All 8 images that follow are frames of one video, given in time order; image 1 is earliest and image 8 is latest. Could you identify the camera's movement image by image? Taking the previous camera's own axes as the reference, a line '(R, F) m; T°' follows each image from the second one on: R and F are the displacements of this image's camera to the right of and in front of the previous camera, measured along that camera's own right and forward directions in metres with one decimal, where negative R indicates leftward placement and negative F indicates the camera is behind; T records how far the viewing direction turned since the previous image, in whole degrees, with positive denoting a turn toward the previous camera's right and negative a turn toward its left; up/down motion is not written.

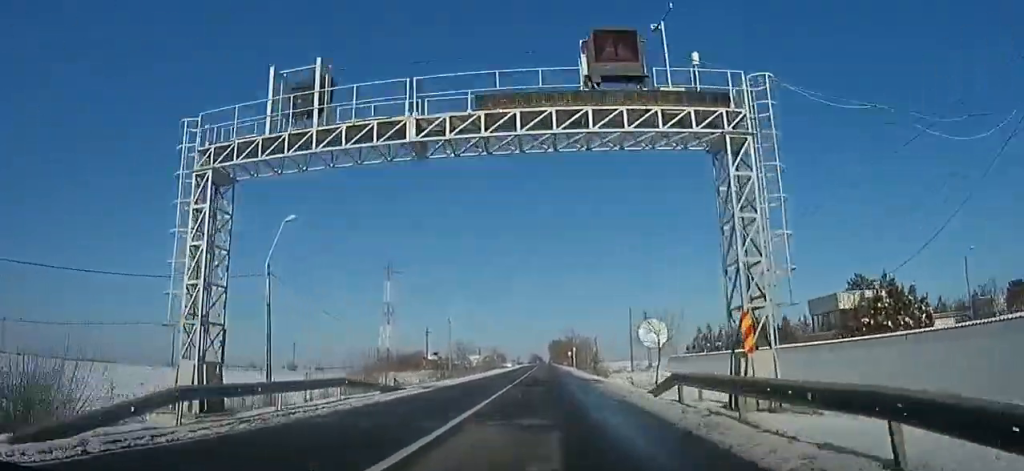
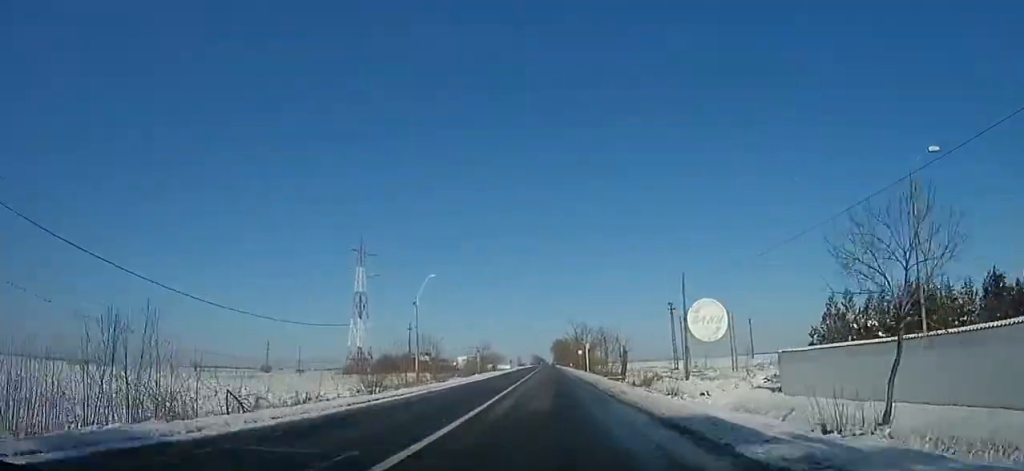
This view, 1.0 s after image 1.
(+0.4, +24.4) m; 0°
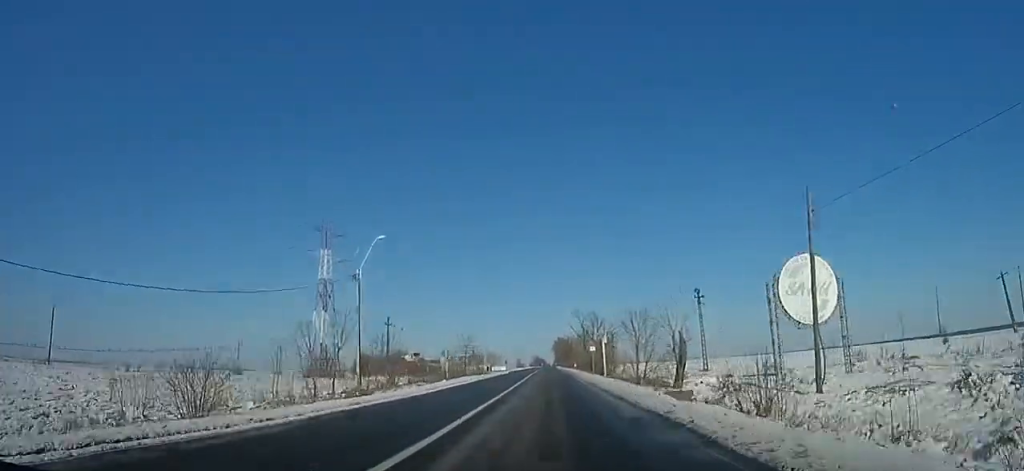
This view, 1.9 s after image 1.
(-0.6, +19.9) m; 0°
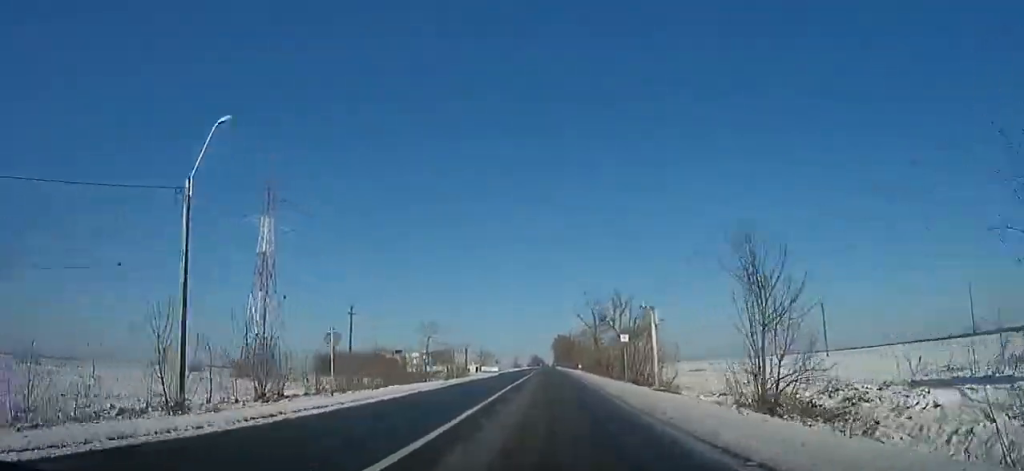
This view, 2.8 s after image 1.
(-0.6, +22.3) m; 0°
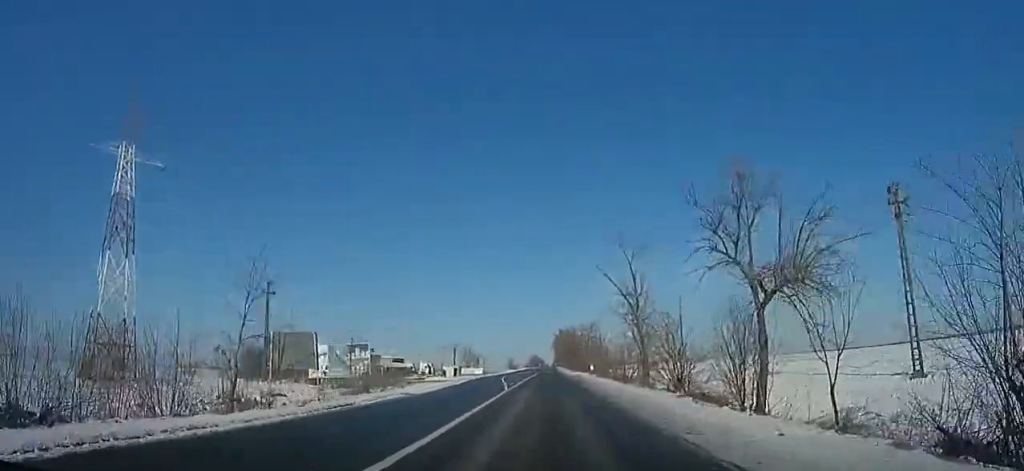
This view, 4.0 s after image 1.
(+0.6, +29.5) m; 0°
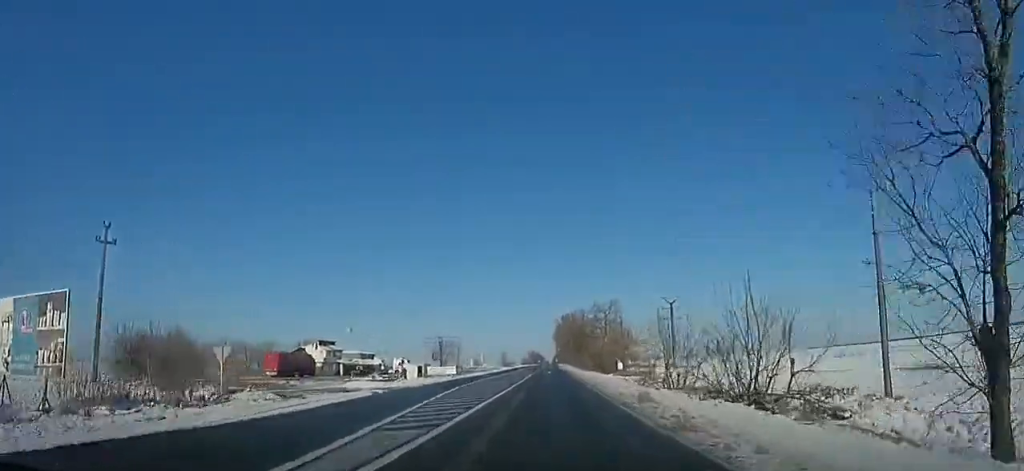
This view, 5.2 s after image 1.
(+0.4, +27.9) m; 0°
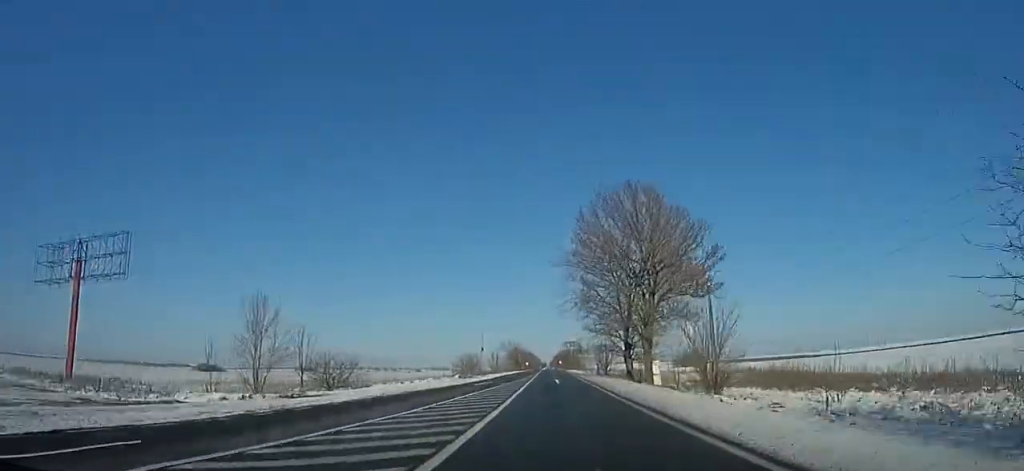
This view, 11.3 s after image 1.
(+0.5, +147.9) m; 0°
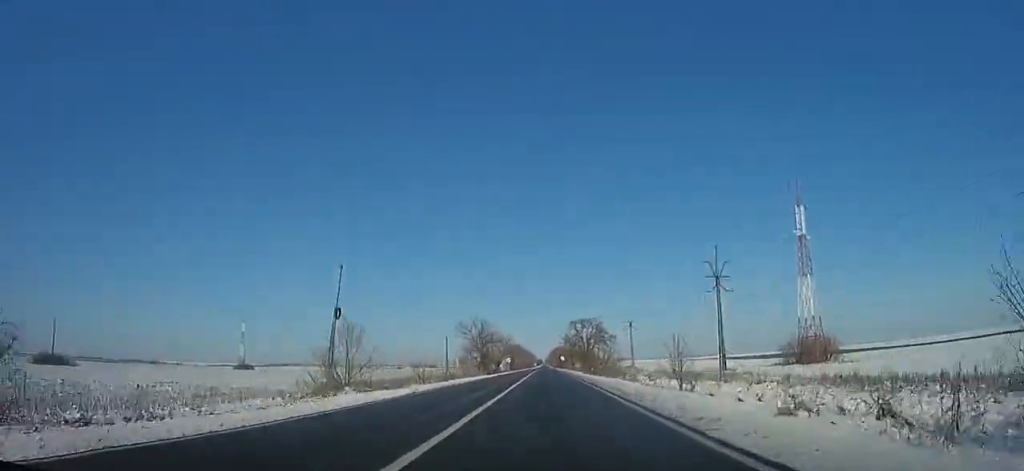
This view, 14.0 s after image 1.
(-0.3, +65.2) m; -1°
